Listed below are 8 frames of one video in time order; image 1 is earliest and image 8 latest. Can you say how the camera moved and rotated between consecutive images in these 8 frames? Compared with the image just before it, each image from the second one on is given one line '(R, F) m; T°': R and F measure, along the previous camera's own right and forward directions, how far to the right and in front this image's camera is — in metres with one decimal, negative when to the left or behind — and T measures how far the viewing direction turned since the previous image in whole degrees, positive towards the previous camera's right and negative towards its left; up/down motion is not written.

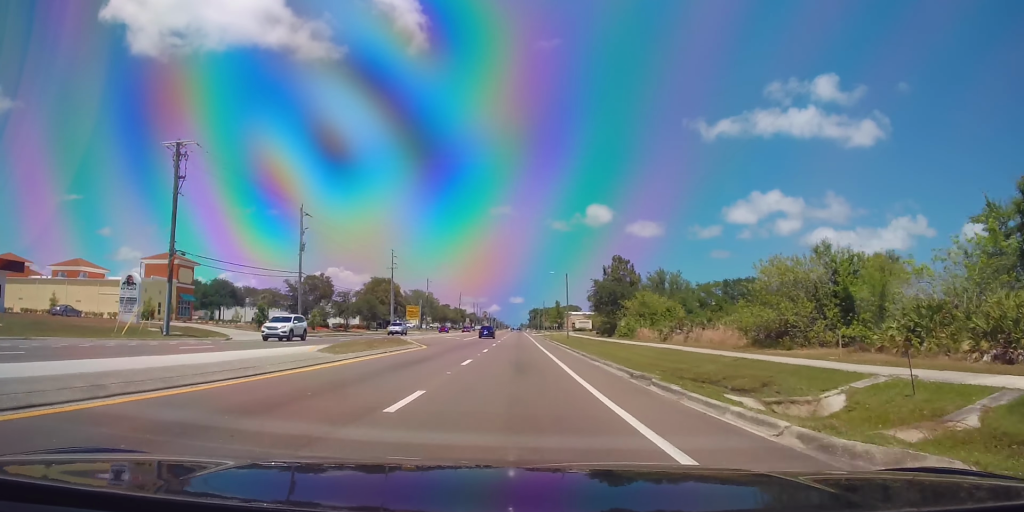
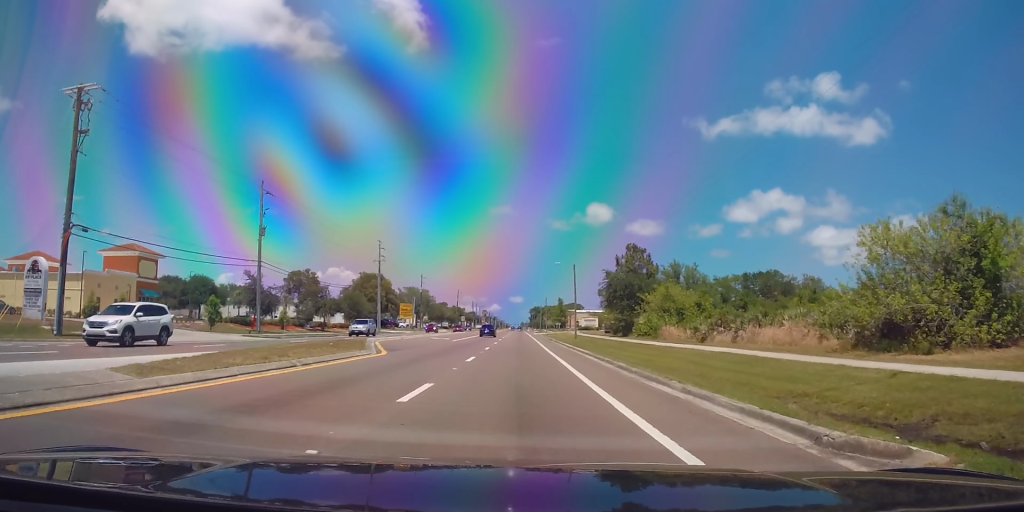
(0.0, +11.0) m; 0°
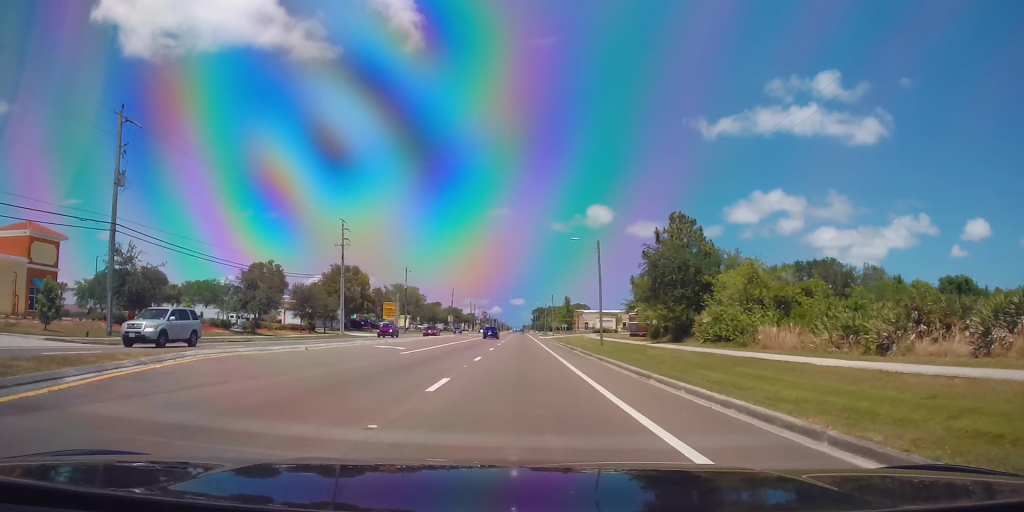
(+0.4, +22.1) m; +1°
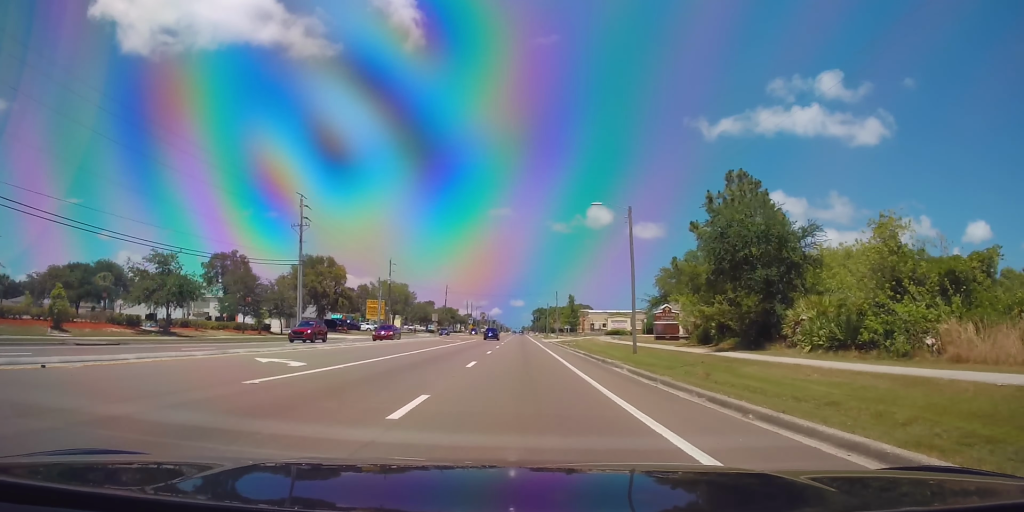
(0.0, +15.7) m; 0°
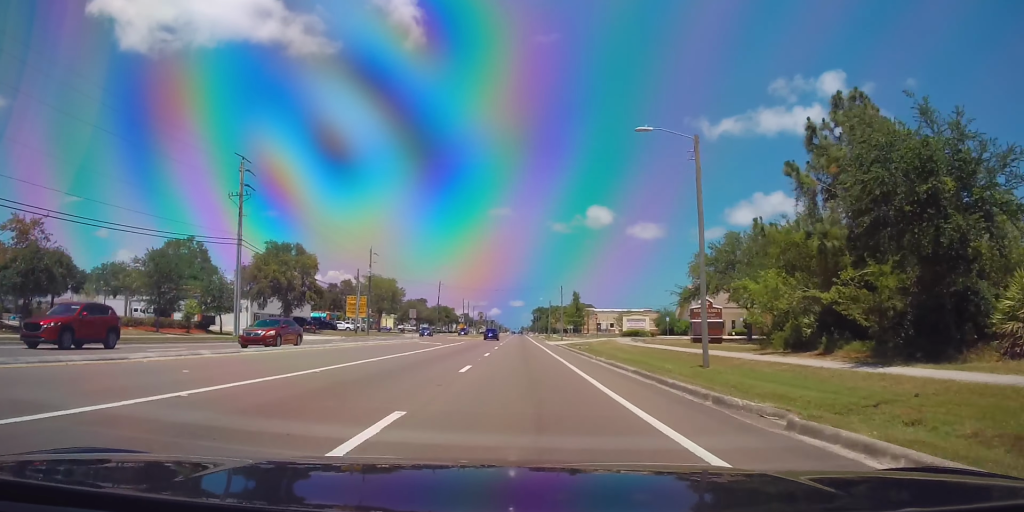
(0.0, +14.9) m; 0°
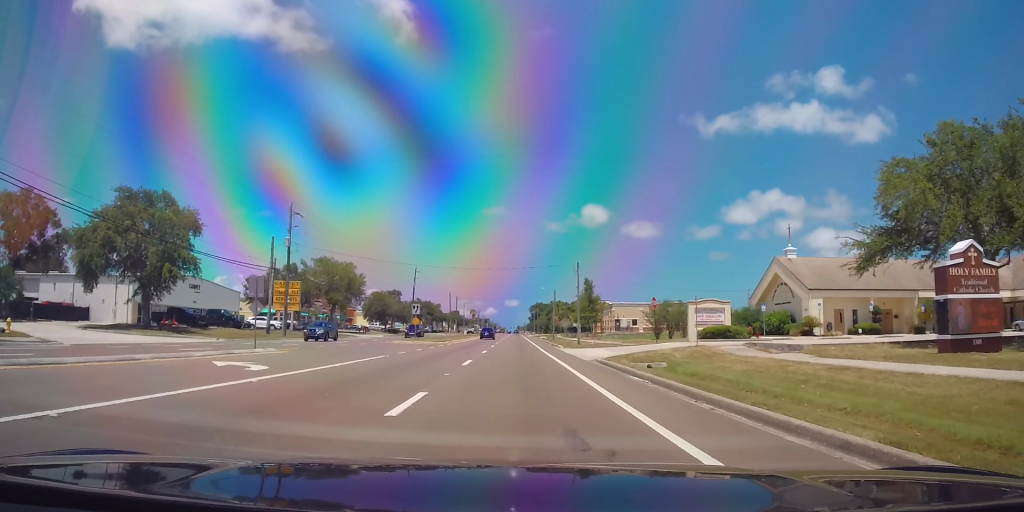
(0.0, +34.1) m; 0°
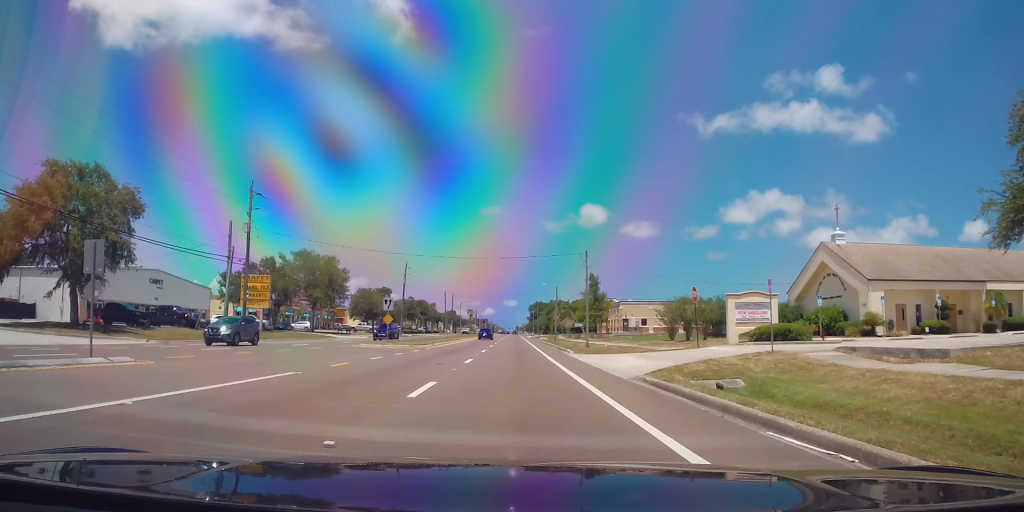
(0.0, +10.0) m; 0°
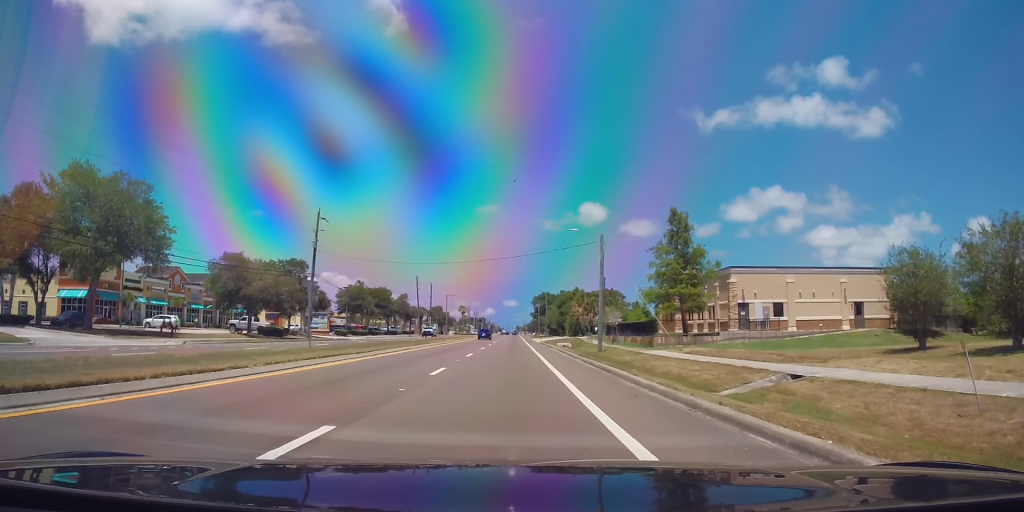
(0.0, +56.5) m; 0°
